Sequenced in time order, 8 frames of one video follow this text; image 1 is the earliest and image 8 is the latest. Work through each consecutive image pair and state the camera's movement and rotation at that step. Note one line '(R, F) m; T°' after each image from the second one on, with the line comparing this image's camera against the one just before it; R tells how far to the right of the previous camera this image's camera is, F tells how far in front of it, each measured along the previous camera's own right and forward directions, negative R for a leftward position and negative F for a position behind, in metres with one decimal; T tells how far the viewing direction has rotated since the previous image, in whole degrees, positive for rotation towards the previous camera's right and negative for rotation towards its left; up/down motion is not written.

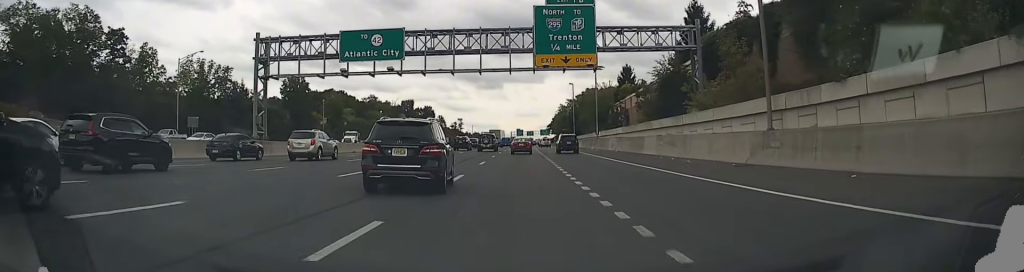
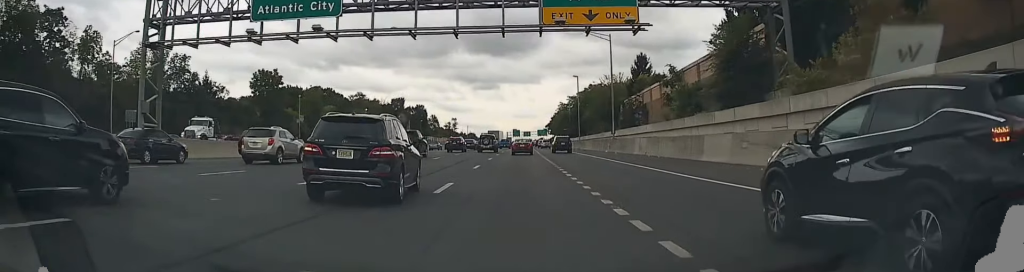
(+0.1, +14.6) m; +1°
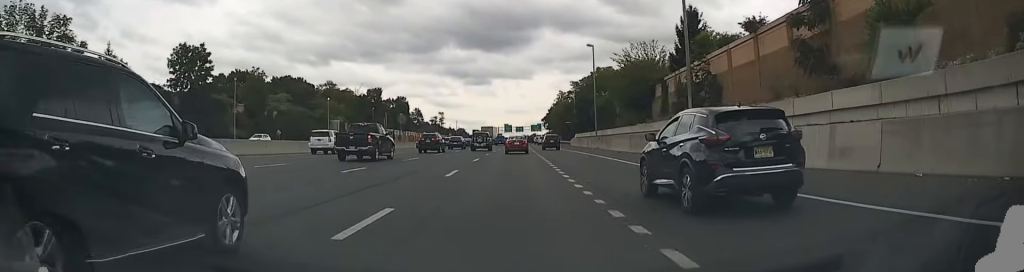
(+0.5, +29.0) m; 0°
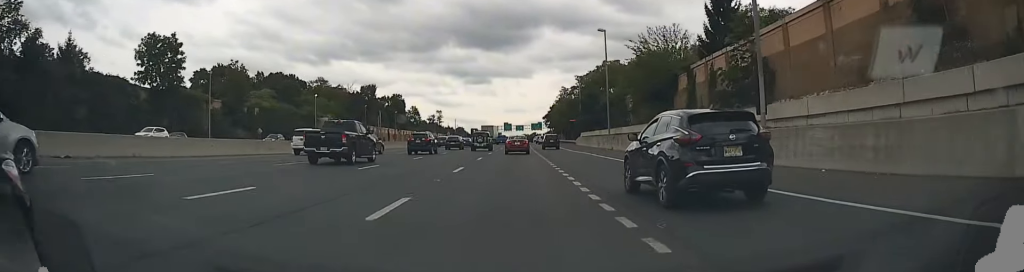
(-0.1, +8.6) m; 0°
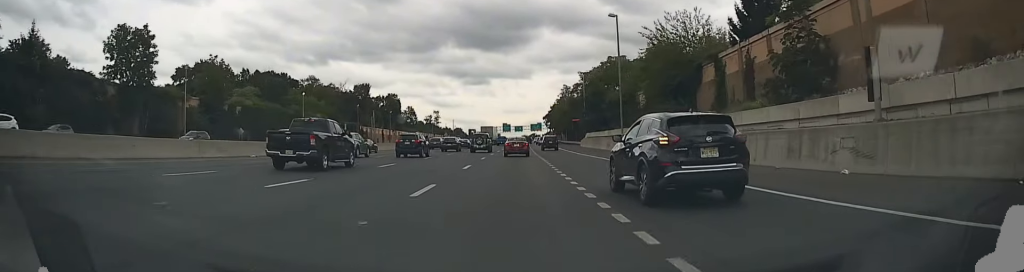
(-0.1, +7.2) m; 0°
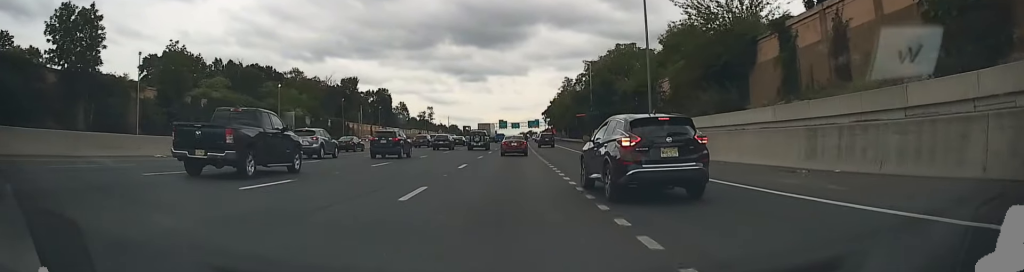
(0.0, +11.7) m; +1°
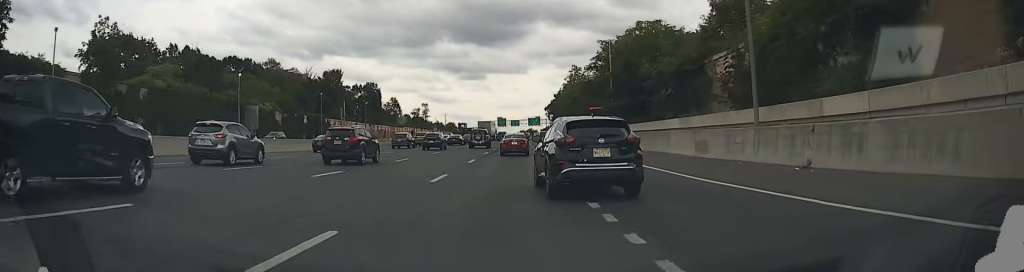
(+0.2, +18.2) m; +1°
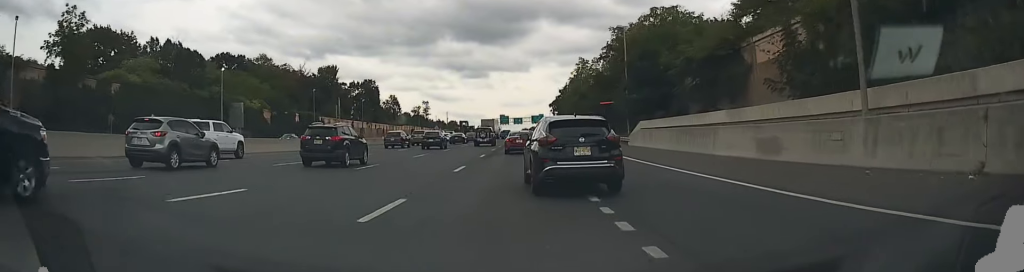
(0.0, +7.8) m; 0°
